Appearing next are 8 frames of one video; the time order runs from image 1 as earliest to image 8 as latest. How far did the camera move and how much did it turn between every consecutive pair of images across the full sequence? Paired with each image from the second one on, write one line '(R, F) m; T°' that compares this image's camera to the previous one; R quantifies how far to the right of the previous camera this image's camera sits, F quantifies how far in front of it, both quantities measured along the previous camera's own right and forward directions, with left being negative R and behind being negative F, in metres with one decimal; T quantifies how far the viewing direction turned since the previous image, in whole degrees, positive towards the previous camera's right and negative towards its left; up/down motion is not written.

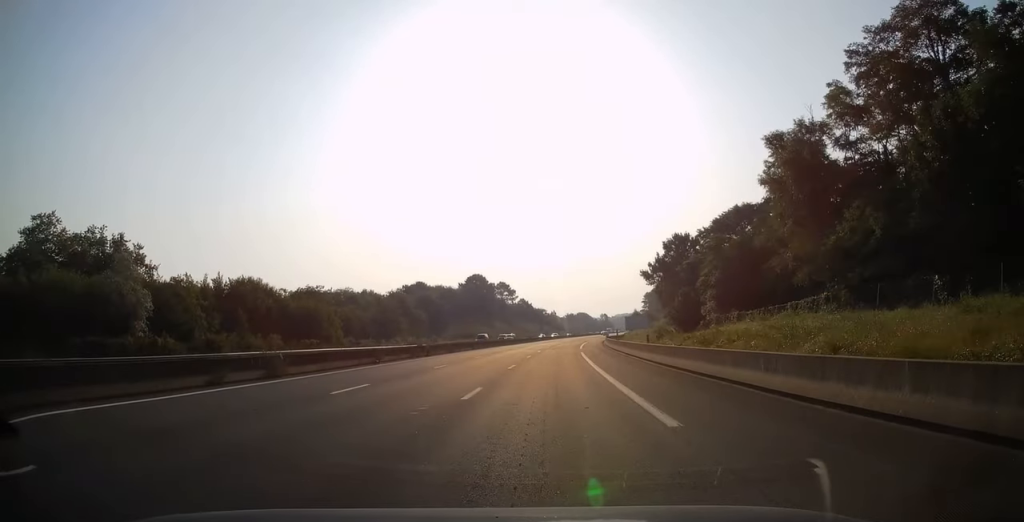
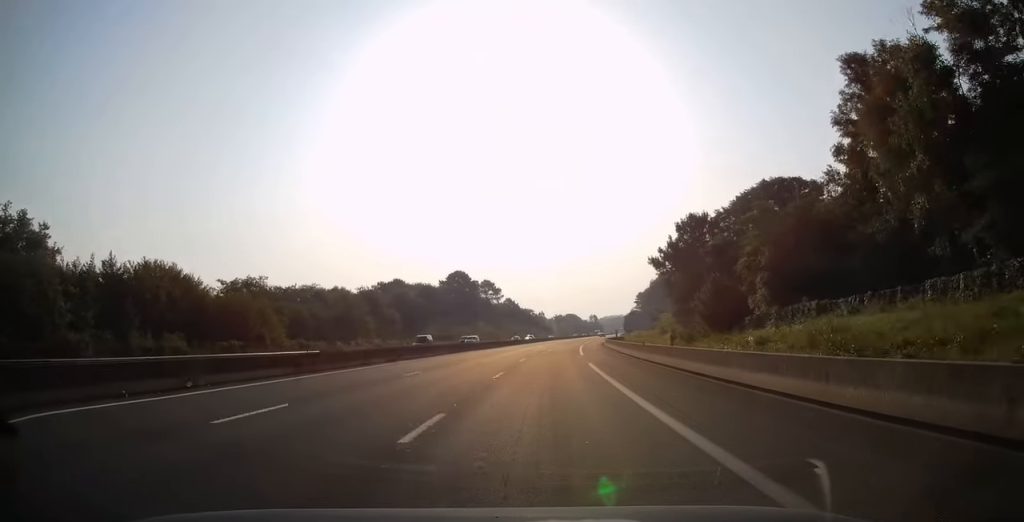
(+0.2, +18.4) m; +1°
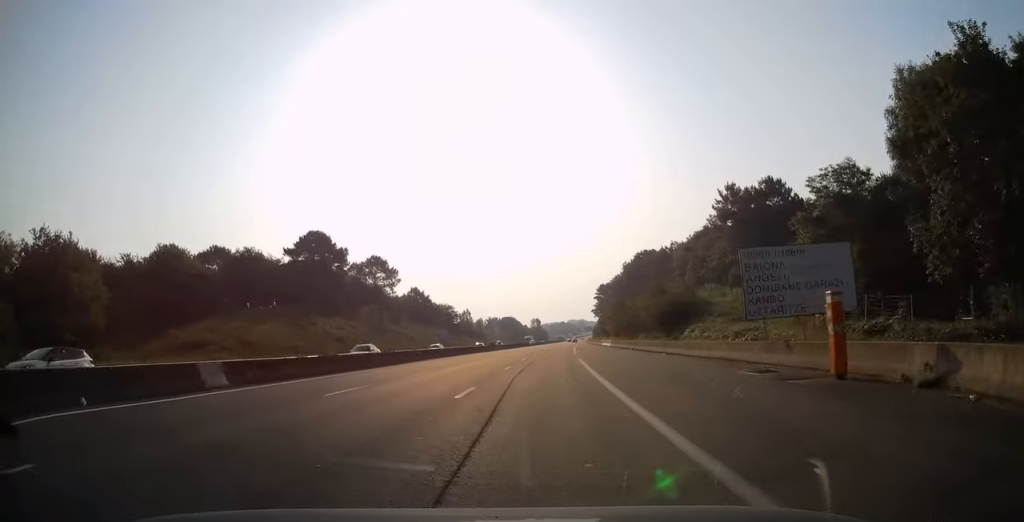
(+4.6, +97.2) m; +5°
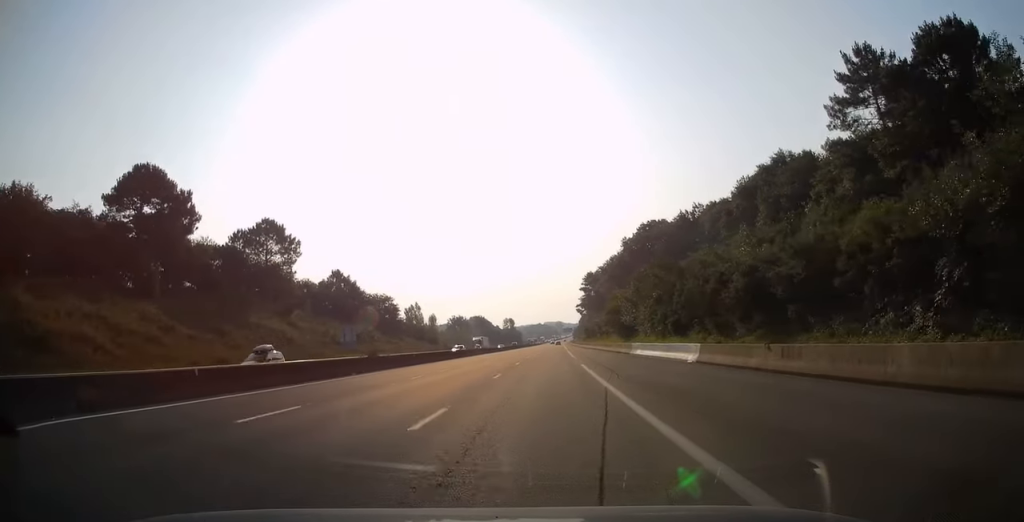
(+1.2, +56.4) m; +2°
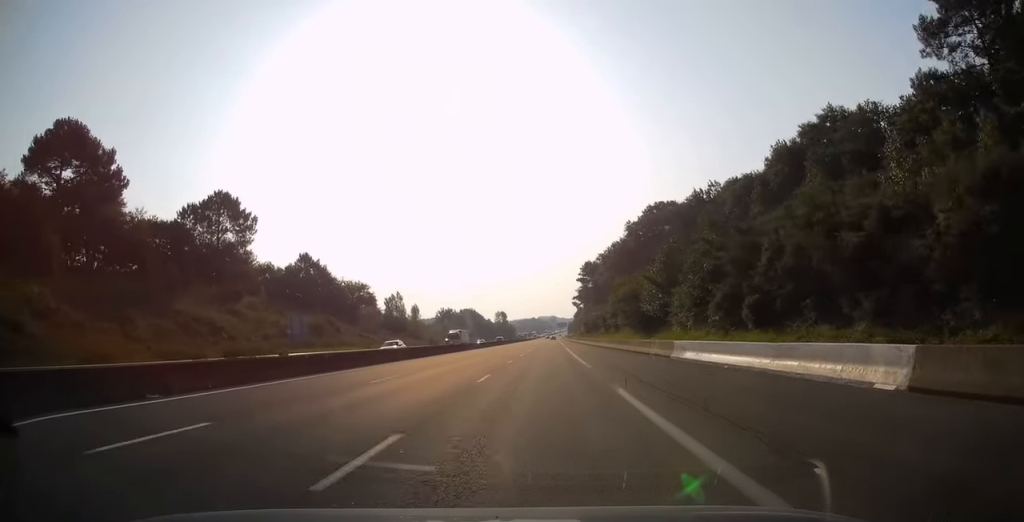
(-0.1, +16.9) m; 0°
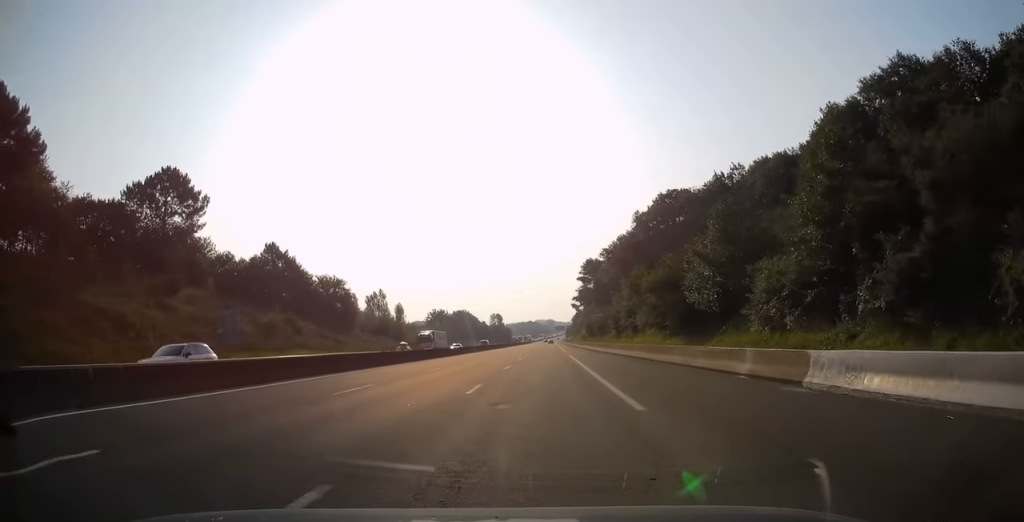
(+0.1, +15.9) m; 0°
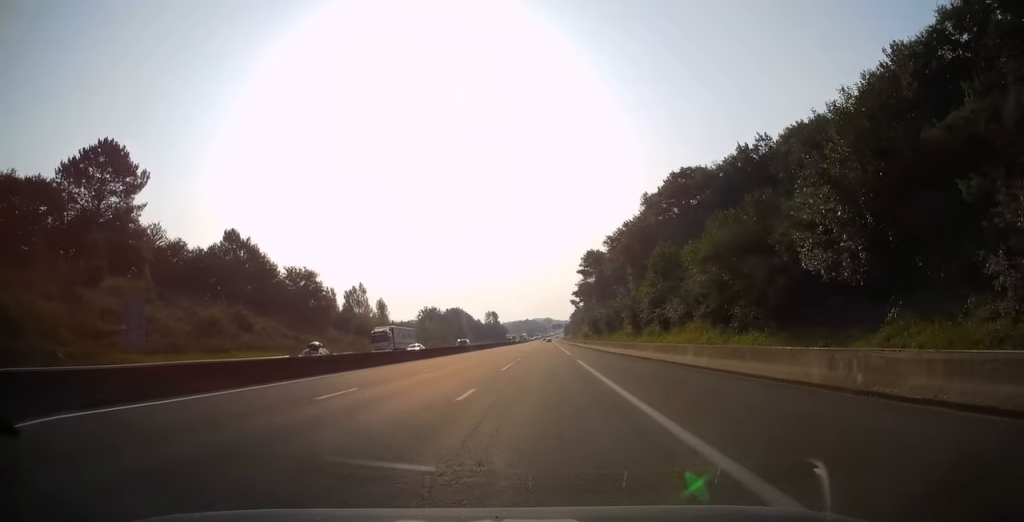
(+0.1, +14.9) m; 0°
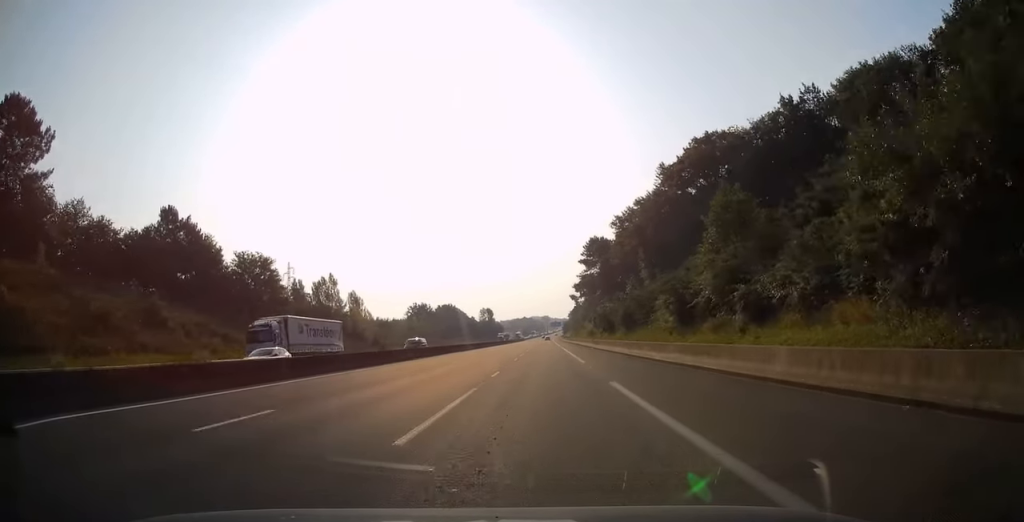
(0.0, +18.4) m; 0°
